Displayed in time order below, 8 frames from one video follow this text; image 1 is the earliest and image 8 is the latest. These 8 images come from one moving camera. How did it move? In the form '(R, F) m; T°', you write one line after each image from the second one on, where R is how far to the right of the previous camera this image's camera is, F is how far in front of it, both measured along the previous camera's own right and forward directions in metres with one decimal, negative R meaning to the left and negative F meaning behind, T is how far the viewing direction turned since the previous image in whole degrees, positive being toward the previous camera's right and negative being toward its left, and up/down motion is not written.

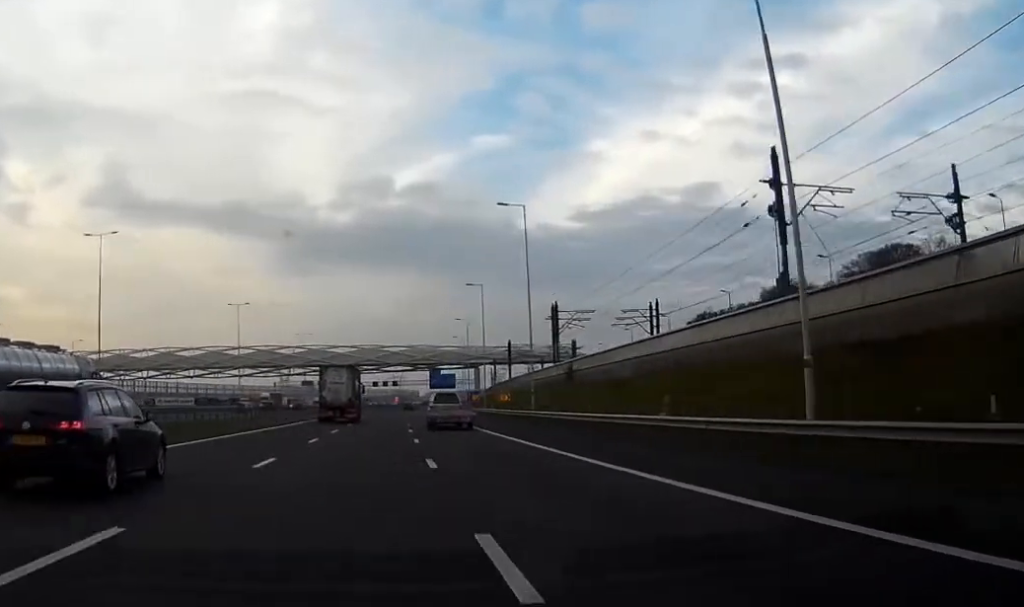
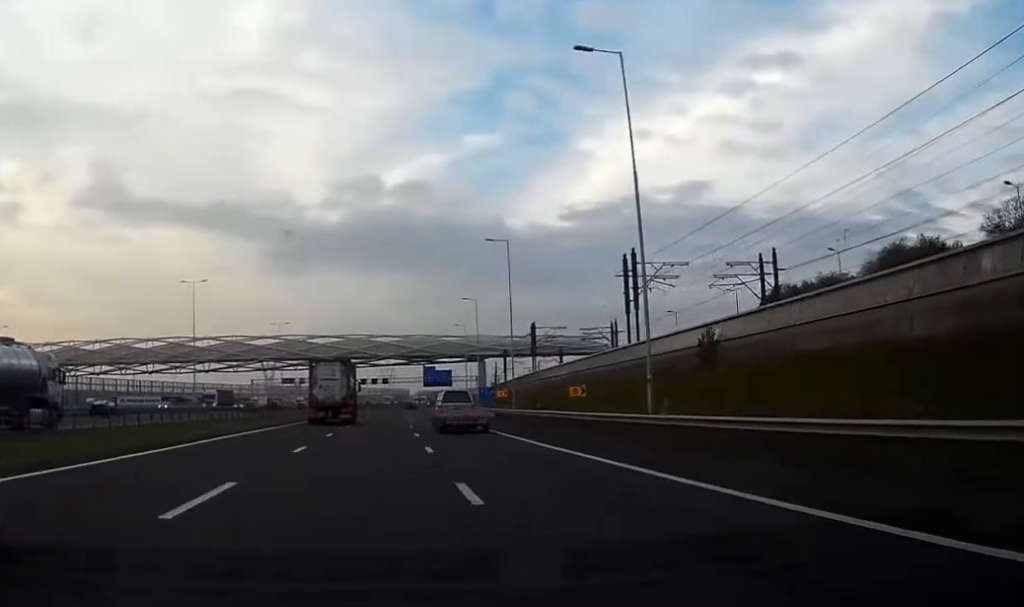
(0.0, +30.1) m; 0°
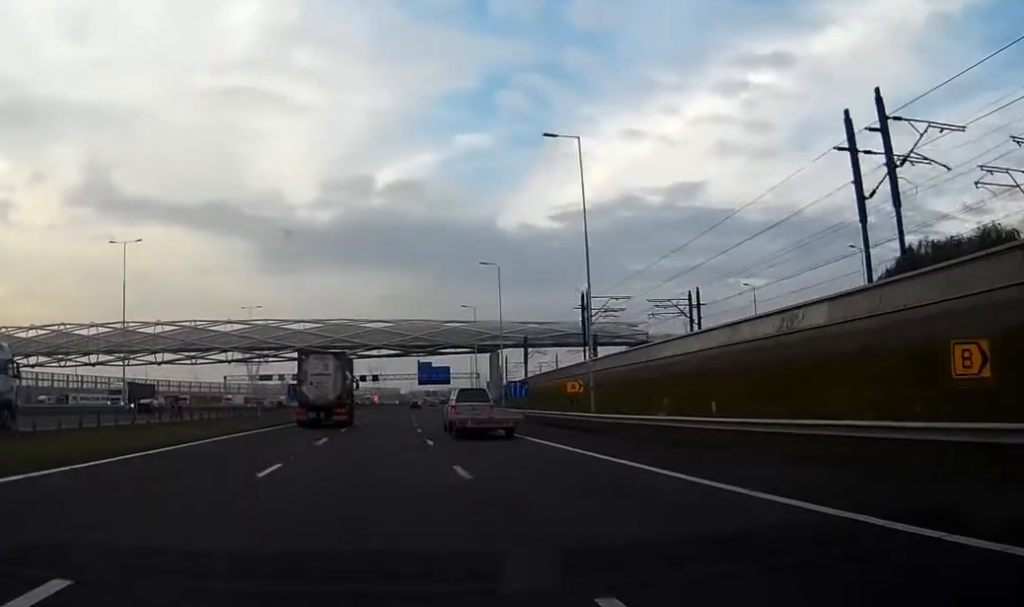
(0.0, +32.2) m; 0°
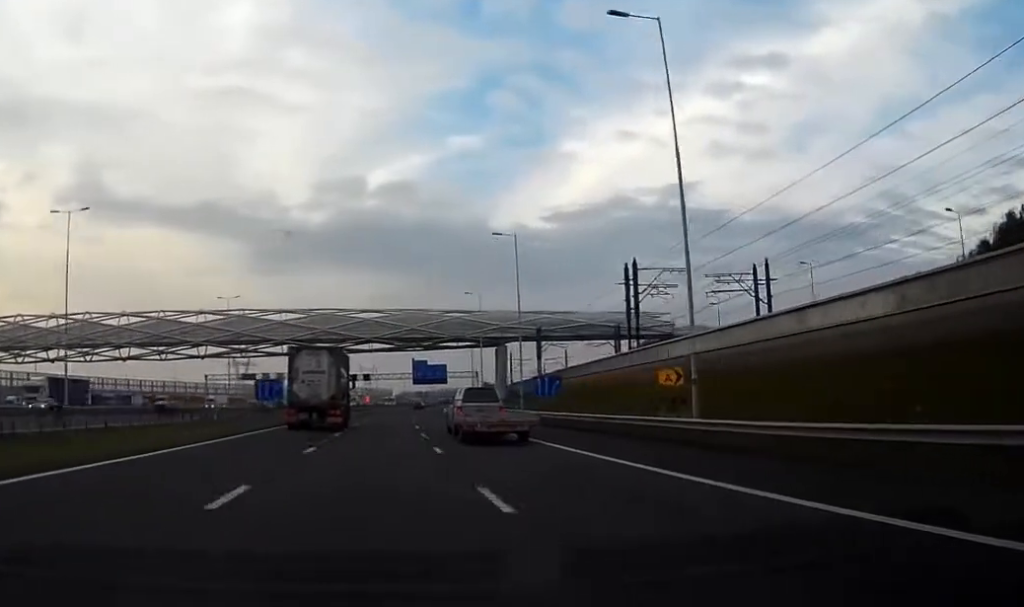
(0.0, +16.6) m; 0°
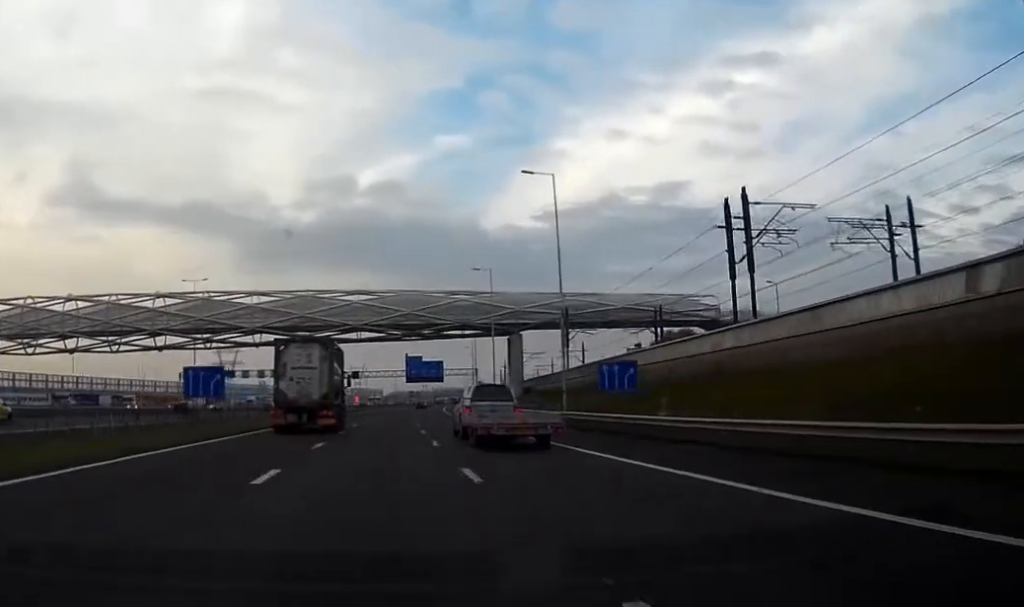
(0.0, +20.8) m; 0°
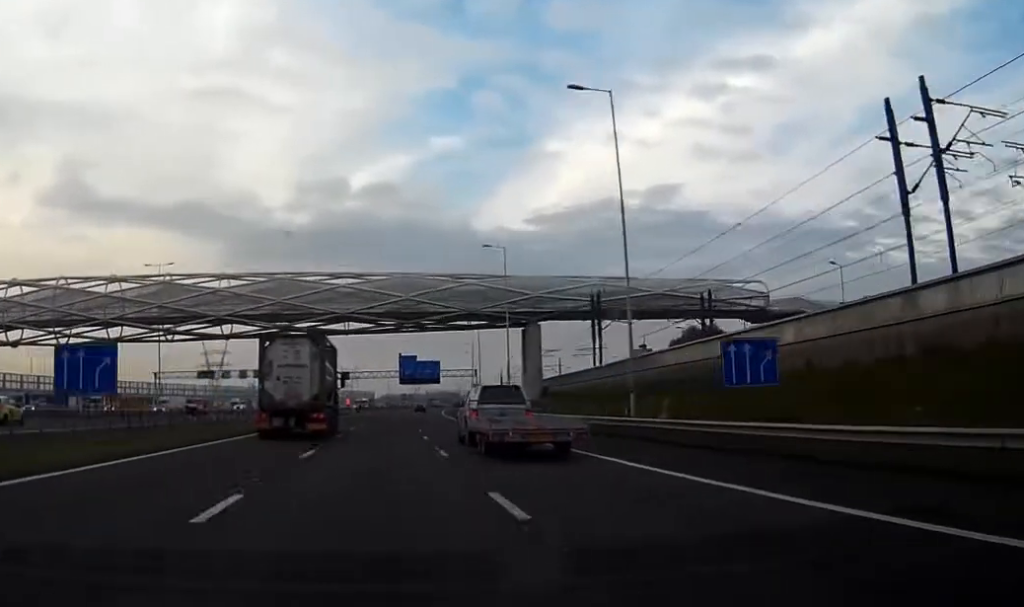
(-0.1, +16.6) m; +1°
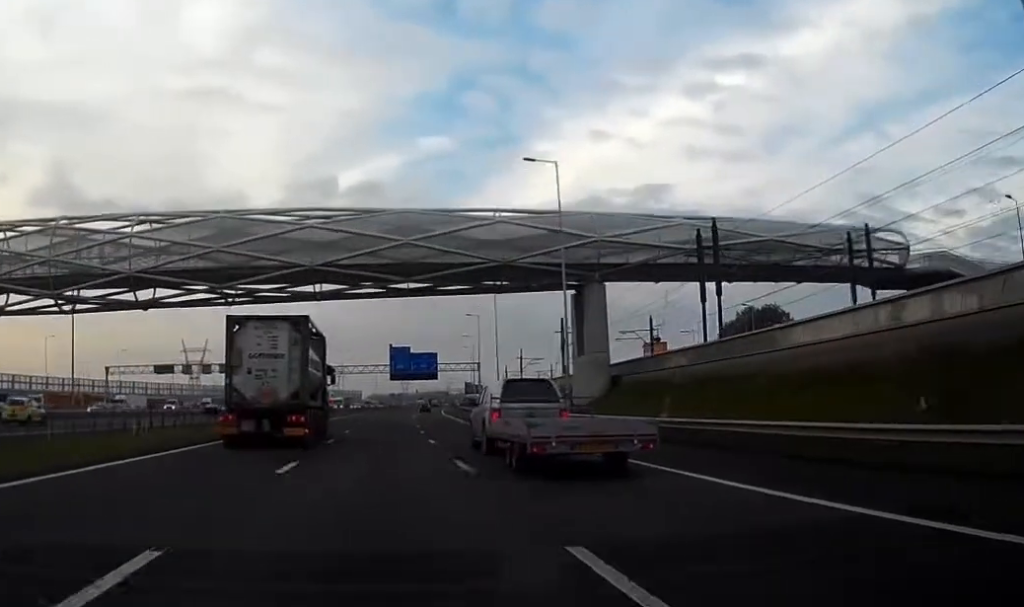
(+0.6, +29.0) m; +2°
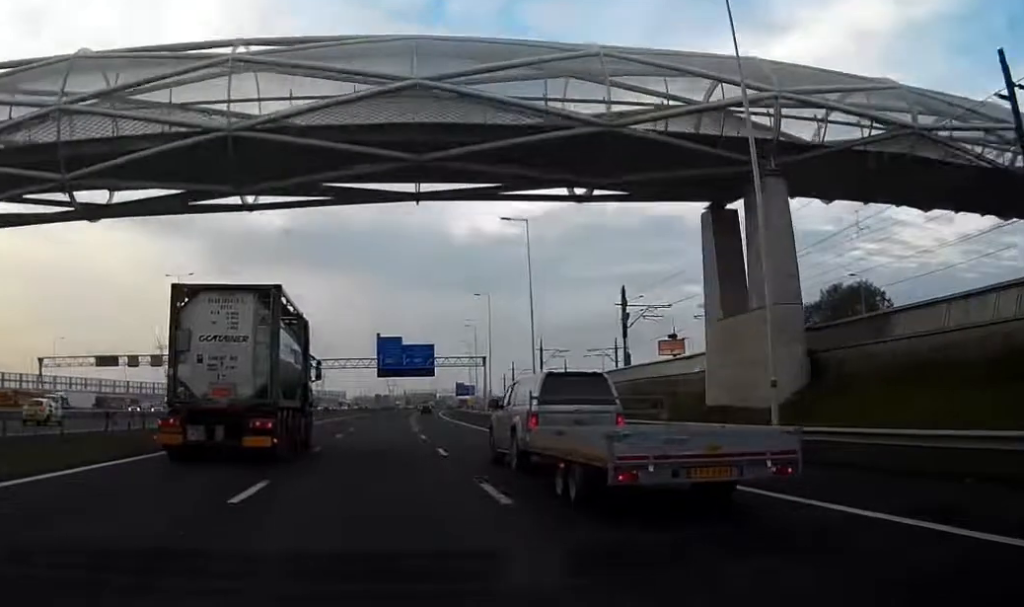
(+0.5, +29.1) m; +1°
